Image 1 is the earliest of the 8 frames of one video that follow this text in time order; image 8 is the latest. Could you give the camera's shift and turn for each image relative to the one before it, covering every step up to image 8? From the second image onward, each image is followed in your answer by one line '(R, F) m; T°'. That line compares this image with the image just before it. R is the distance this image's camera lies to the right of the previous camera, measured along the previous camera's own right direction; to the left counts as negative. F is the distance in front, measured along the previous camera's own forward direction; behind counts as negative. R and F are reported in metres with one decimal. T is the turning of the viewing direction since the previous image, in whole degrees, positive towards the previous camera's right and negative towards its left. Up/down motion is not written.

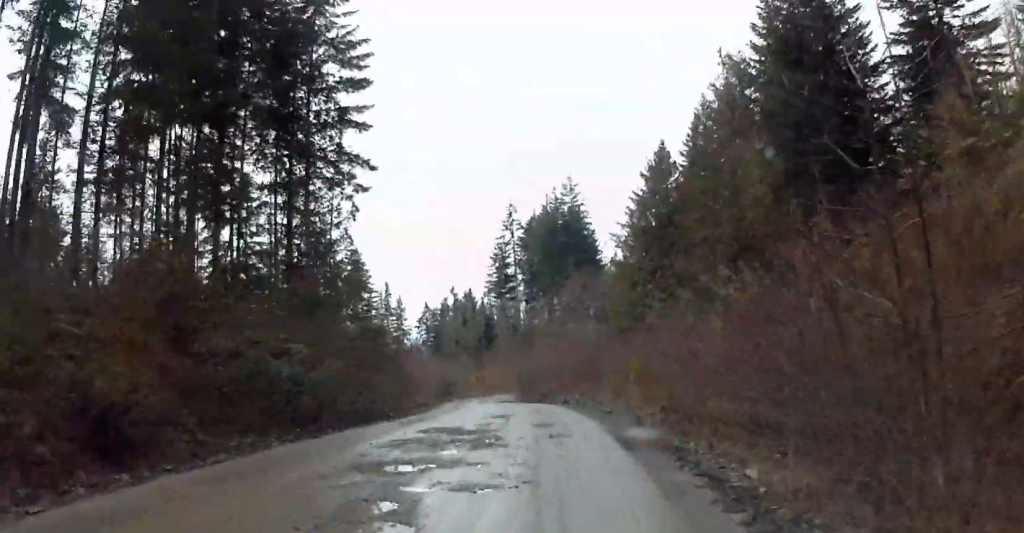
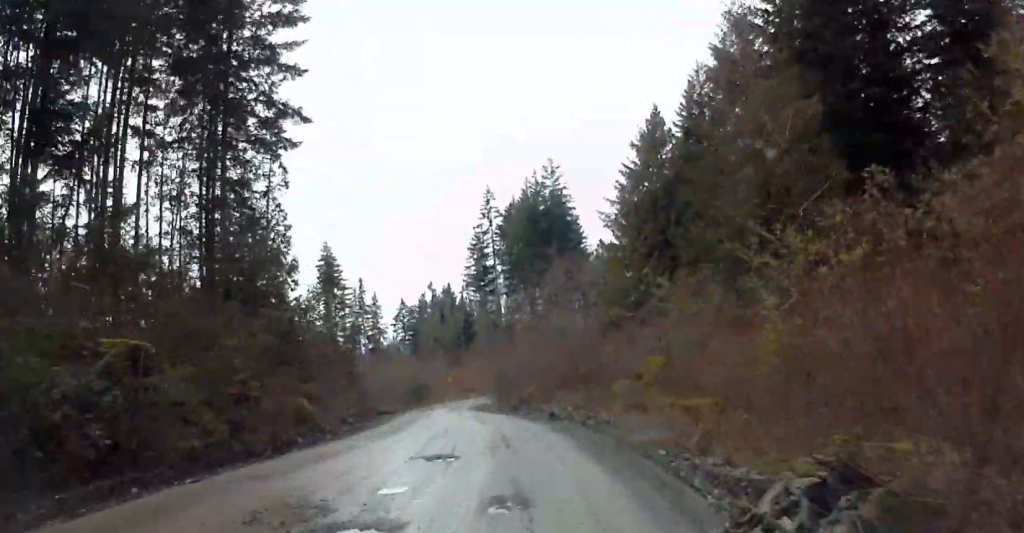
(-0.1, +10.6) m; -1°
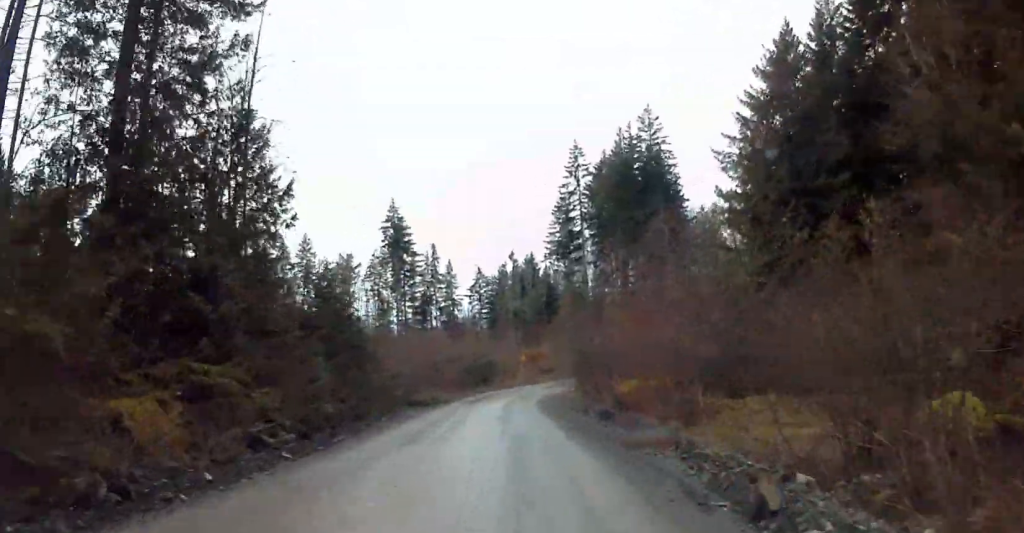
(-0.1, +16.9) m; +5°
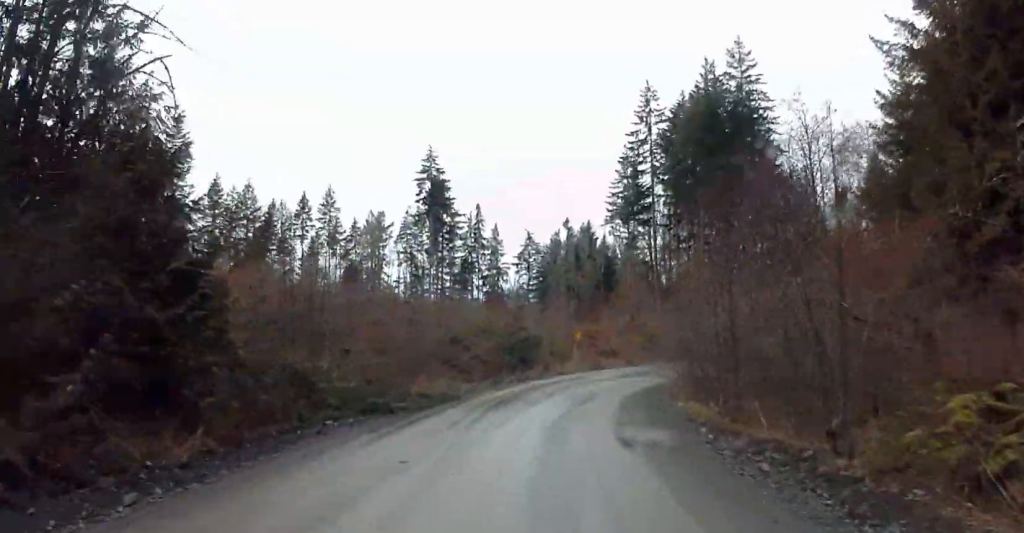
(+1.6, +19.4) m; +9°
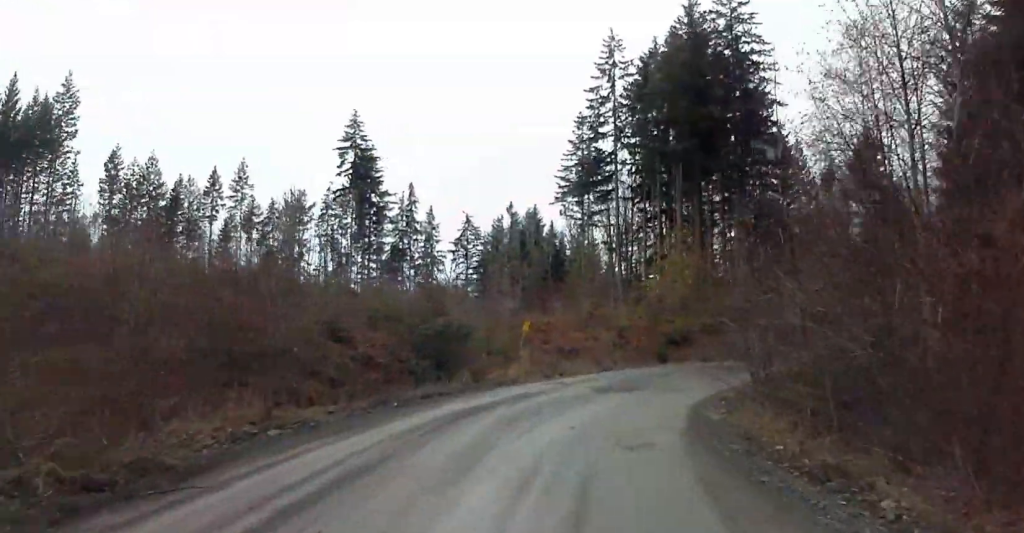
(+1.4, +16.8) m; +5°
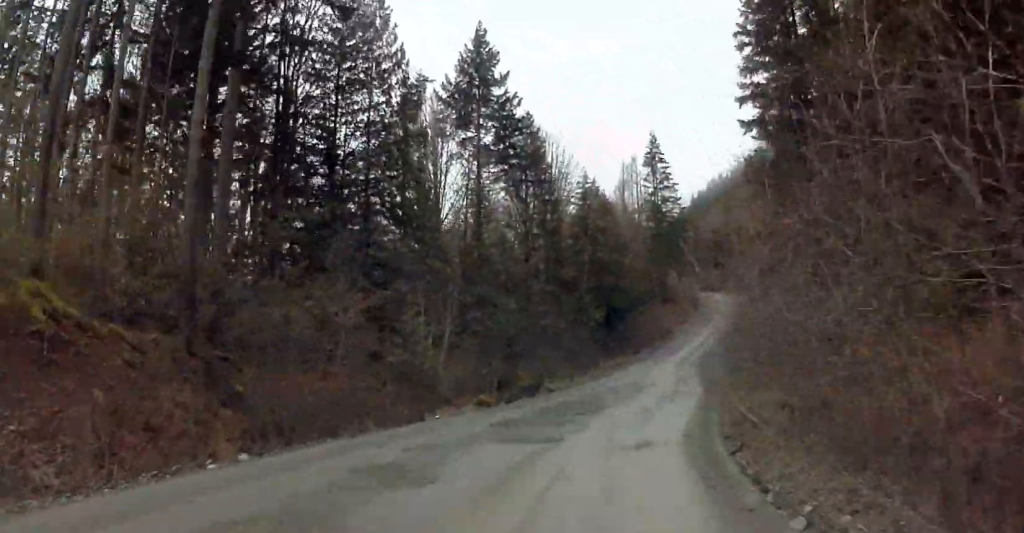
(+0.6, +48.2) m; +1°
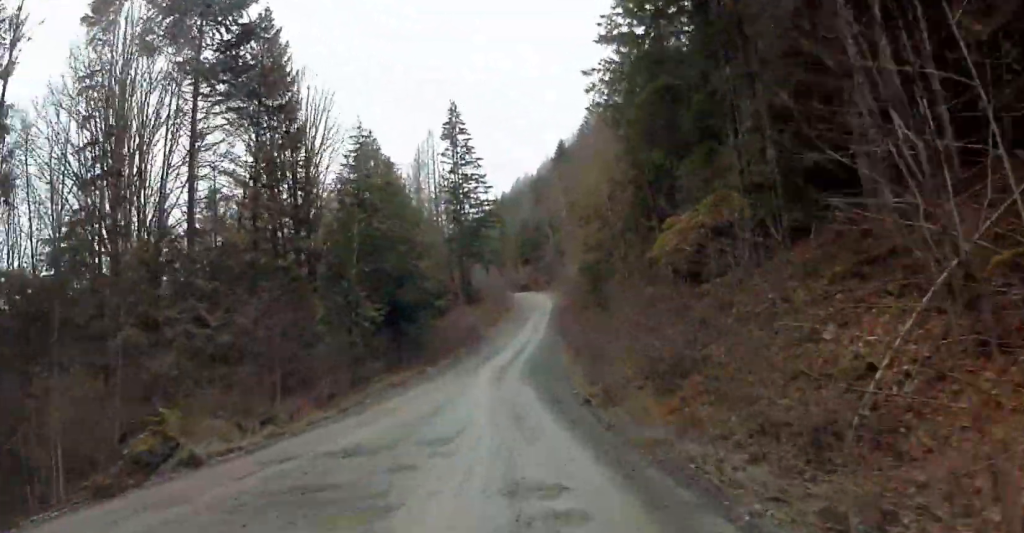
(0.0, +26.7) m; +1°
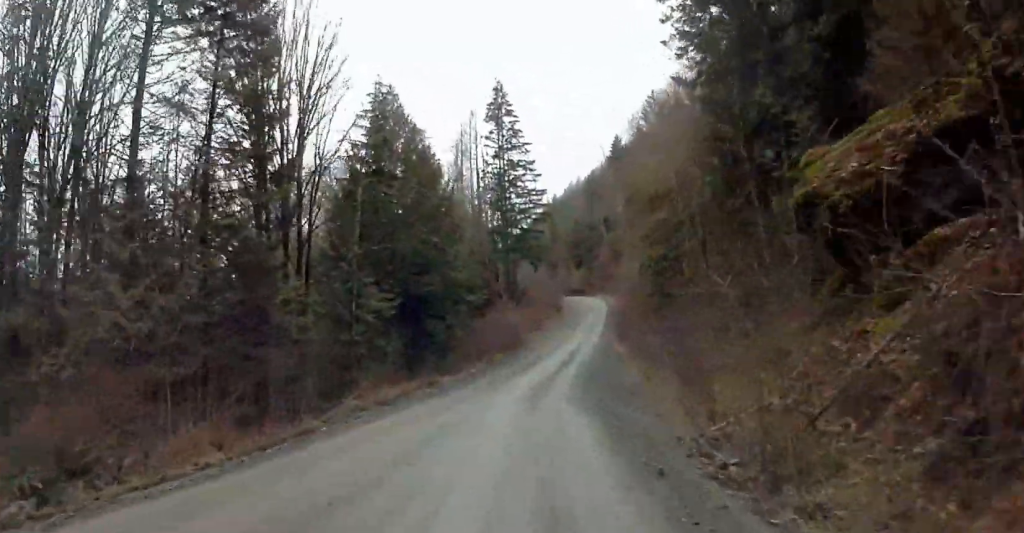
(+0.2, +13.0) m; +6°
